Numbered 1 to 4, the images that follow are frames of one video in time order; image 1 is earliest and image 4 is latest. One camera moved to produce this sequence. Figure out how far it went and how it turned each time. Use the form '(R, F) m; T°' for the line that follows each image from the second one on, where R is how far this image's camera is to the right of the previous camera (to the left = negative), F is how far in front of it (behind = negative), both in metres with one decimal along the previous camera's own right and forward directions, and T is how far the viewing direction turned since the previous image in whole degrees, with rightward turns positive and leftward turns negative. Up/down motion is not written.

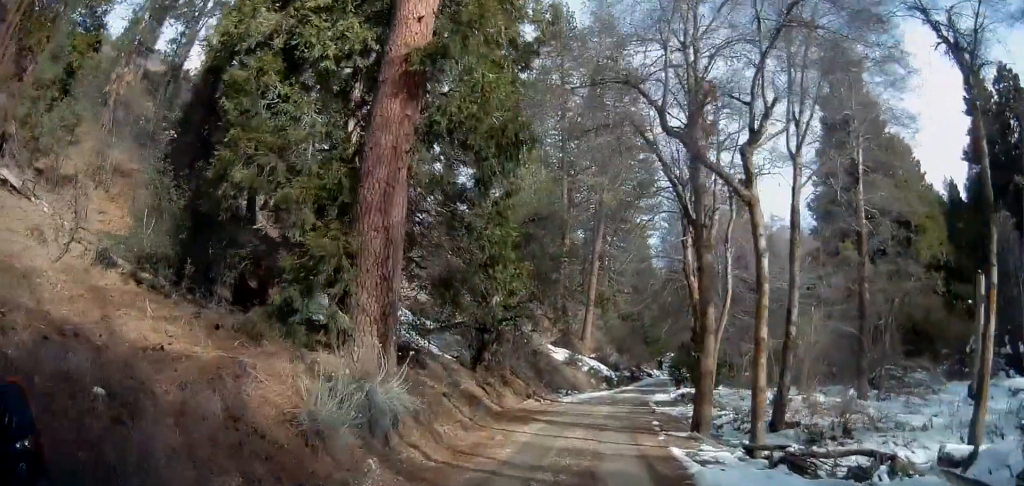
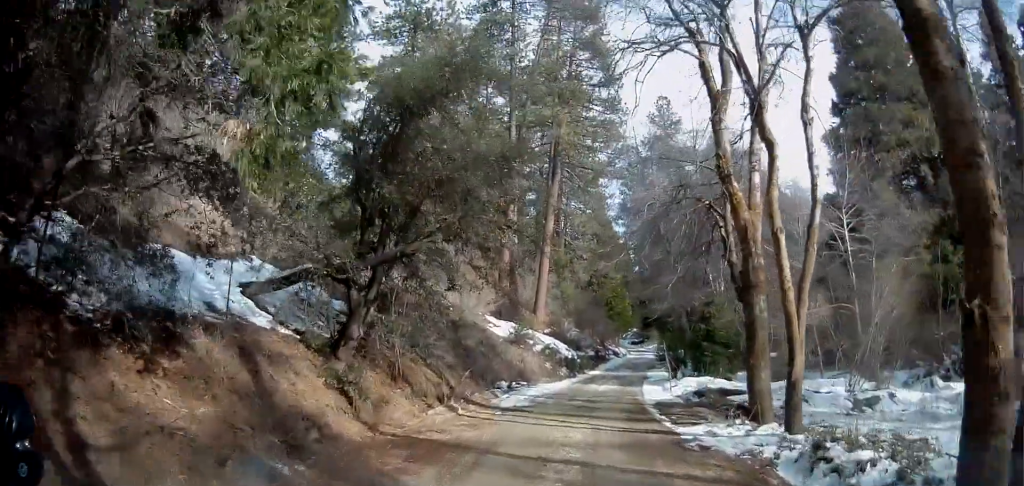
(+0.2, +11.4) m; 0°
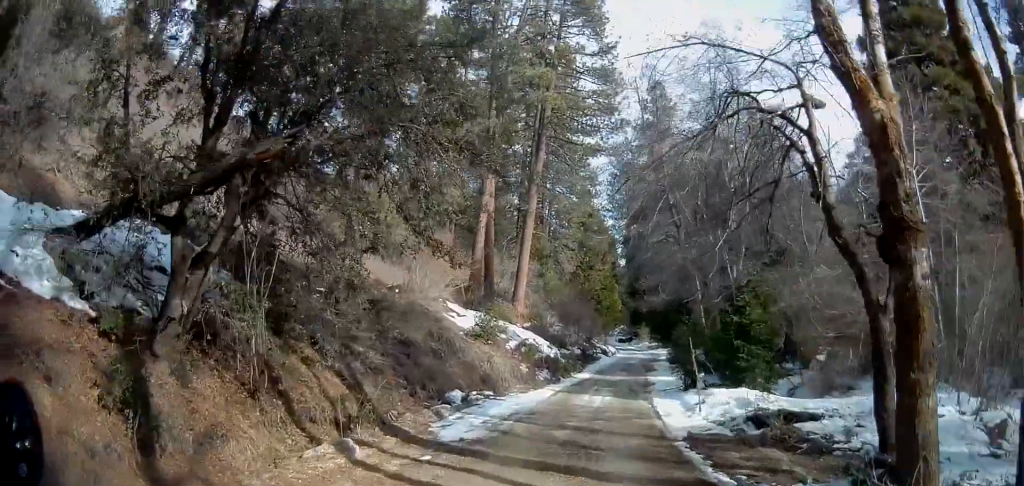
(0.0, +6.2) m; +1°
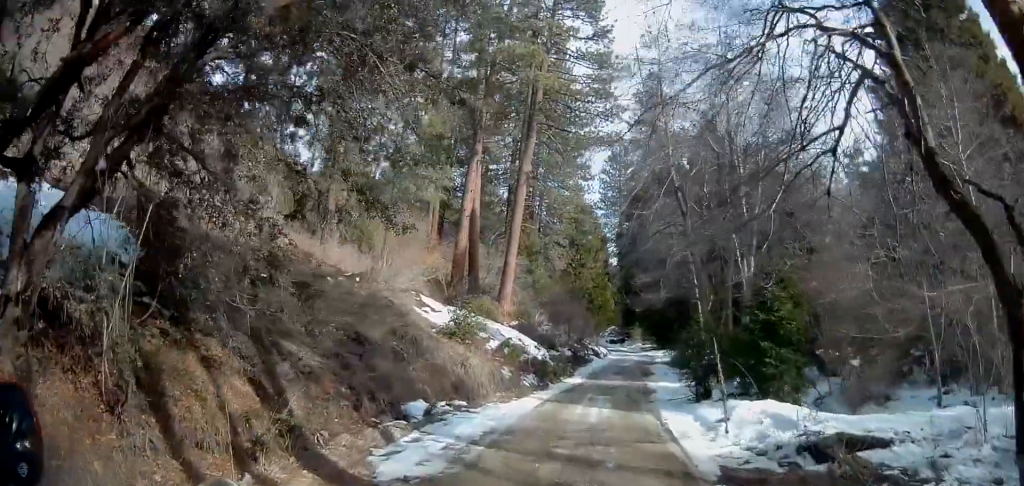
(+0.1, +3.1) m; +1°
